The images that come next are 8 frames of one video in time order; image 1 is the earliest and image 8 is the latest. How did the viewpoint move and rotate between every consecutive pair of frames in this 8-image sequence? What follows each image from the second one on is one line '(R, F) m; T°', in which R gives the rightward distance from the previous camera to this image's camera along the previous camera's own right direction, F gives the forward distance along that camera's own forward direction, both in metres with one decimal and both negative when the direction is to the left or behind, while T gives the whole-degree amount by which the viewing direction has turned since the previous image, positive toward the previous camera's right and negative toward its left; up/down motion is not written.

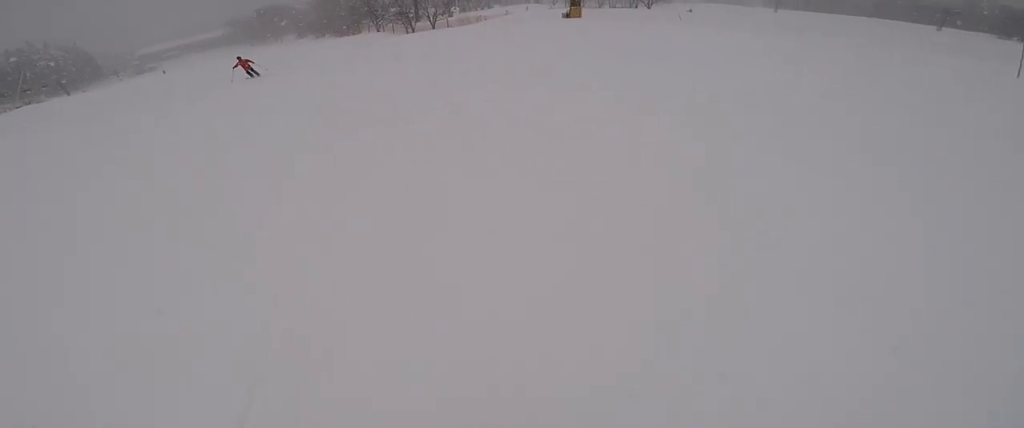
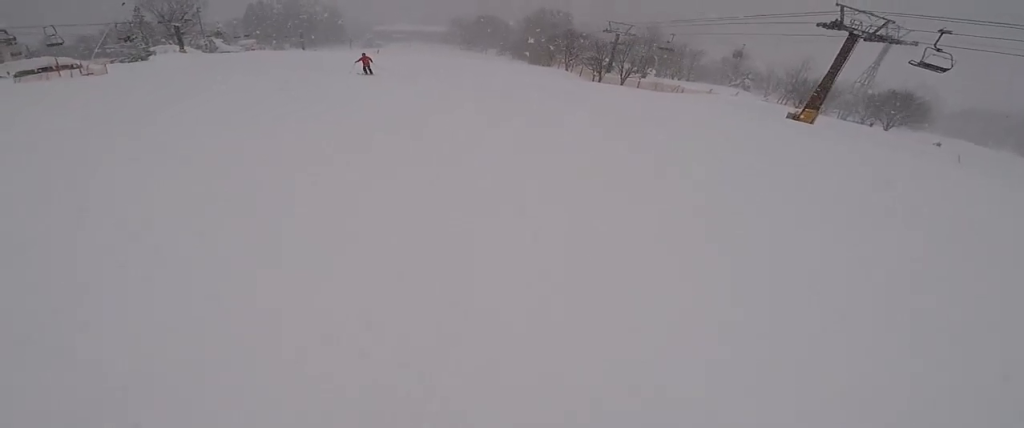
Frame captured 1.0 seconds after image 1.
(-0.4, +6.2) m; -16°
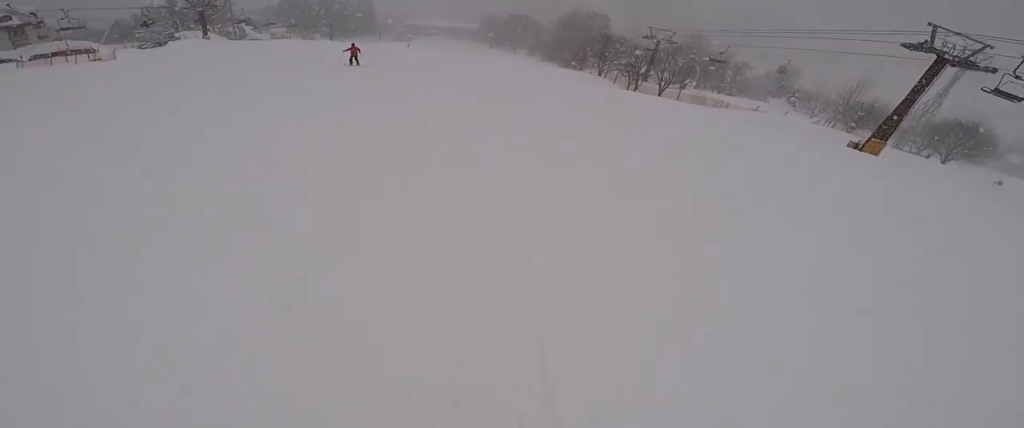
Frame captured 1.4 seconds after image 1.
(0.0, +2.7) m; -9°
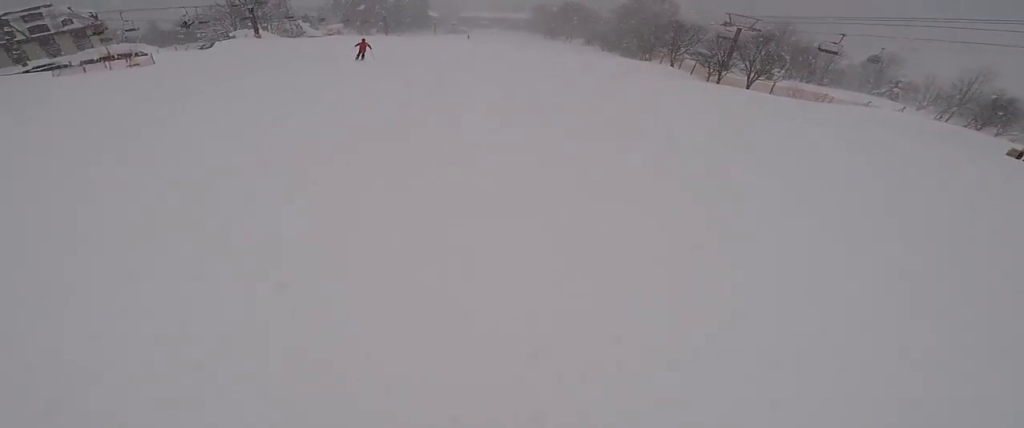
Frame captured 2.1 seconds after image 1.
(-0.9, +4.6) m; +1°
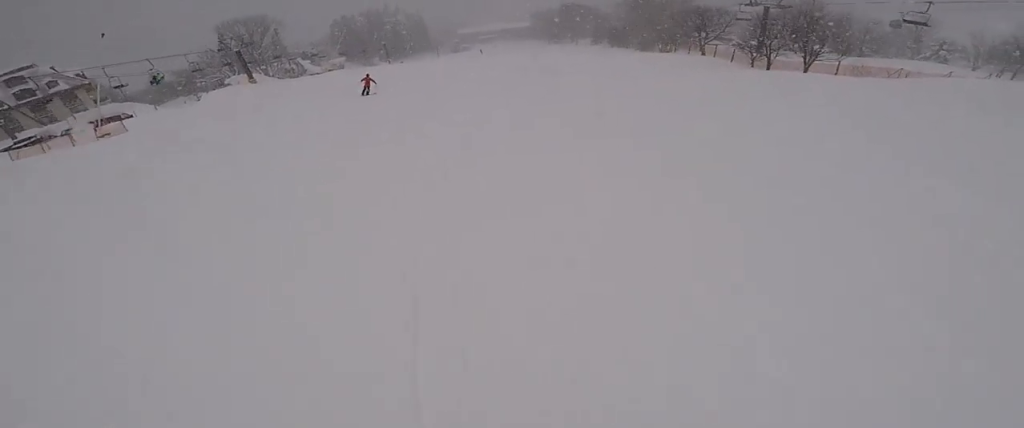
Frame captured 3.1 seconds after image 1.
(+0.6, +6.5) m; +8°
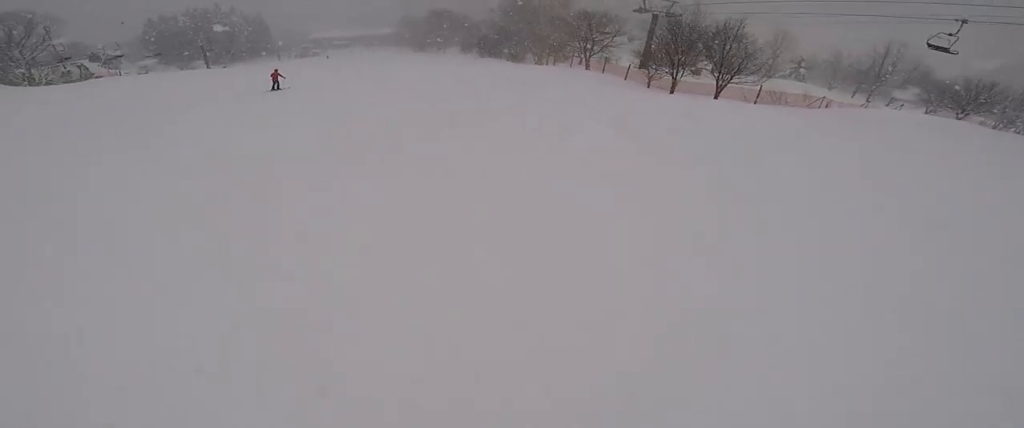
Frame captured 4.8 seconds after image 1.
(+0.8, +12.6) m; -2°
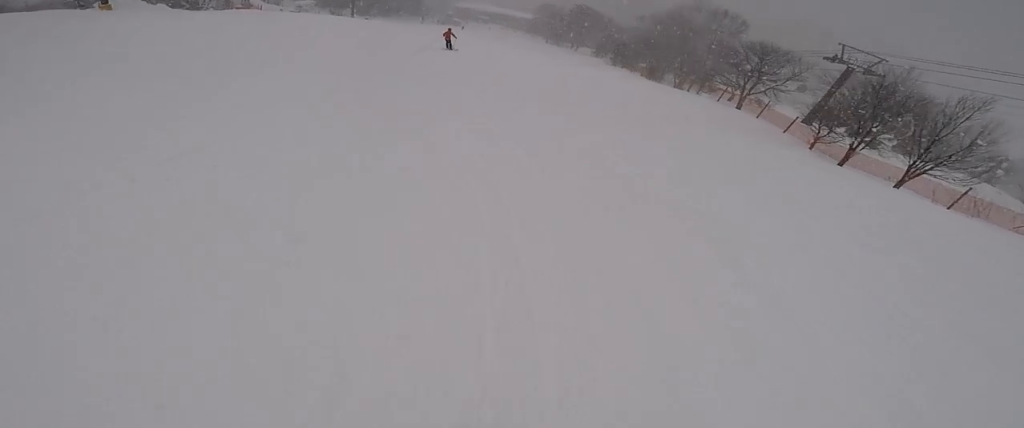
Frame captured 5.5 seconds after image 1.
(+0.2, +4.6) m; -7°
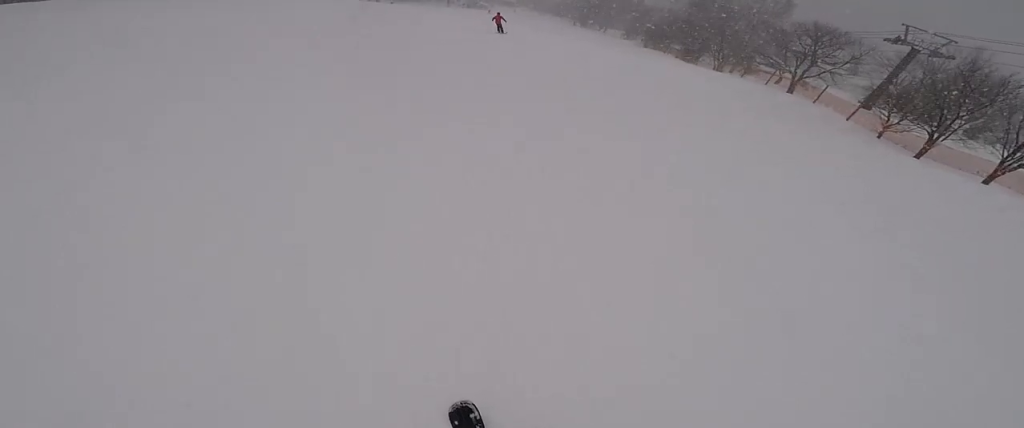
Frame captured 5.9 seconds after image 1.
(-0.7, +2.9) m; +1°
